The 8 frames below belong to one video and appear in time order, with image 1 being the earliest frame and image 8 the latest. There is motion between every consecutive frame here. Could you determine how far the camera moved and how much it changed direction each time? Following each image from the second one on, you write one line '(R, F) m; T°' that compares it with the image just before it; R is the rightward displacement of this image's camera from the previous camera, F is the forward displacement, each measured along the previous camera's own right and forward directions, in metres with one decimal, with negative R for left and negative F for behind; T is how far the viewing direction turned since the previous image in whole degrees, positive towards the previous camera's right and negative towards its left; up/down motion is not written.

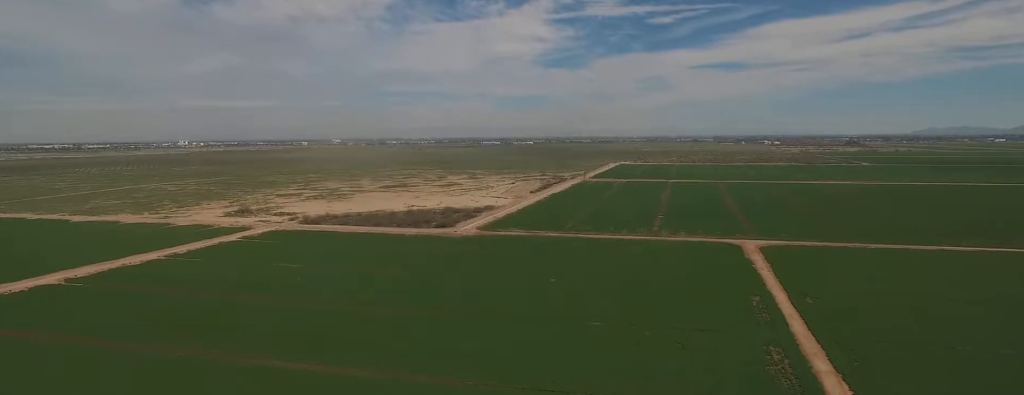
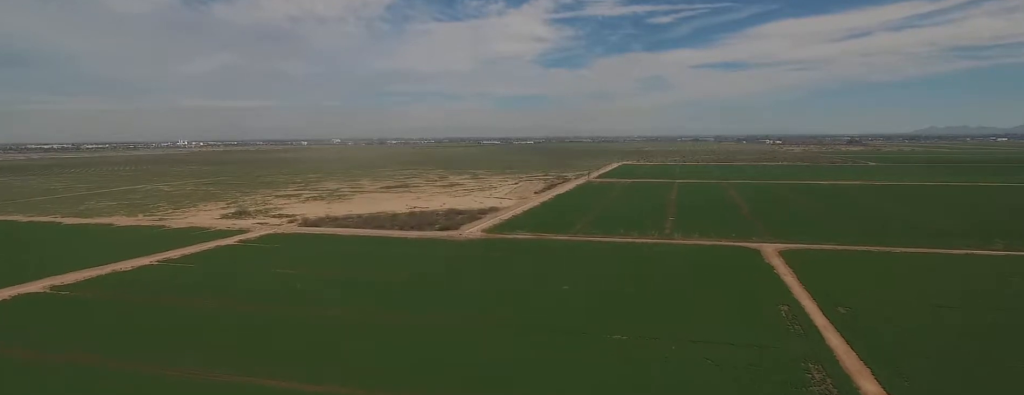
(0.0, +12.4) m; 0°
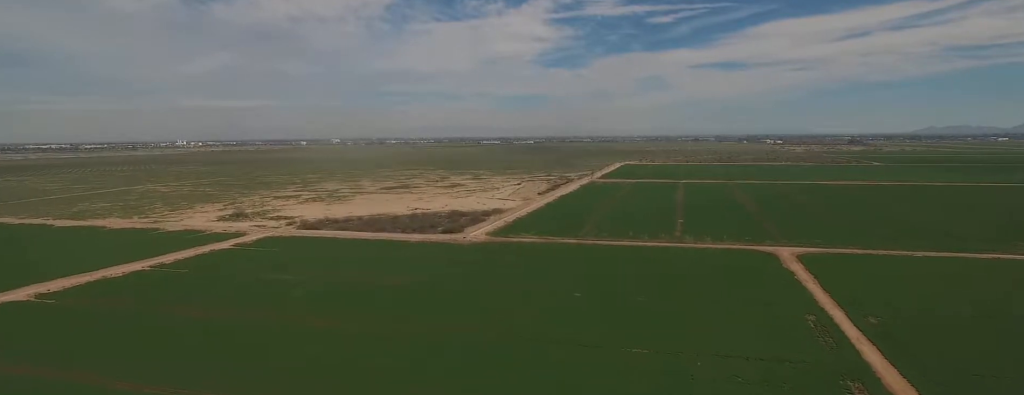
(0.0, +11.0) m; 0°
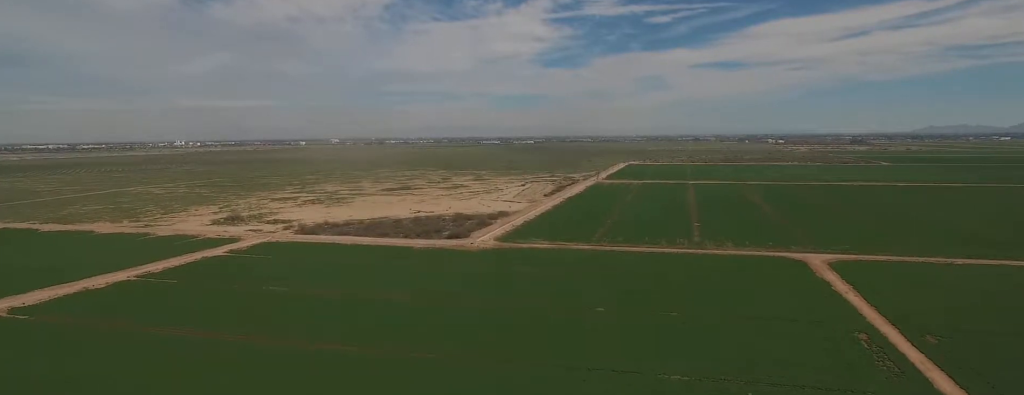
(-0.1, +17.5) m; -1°
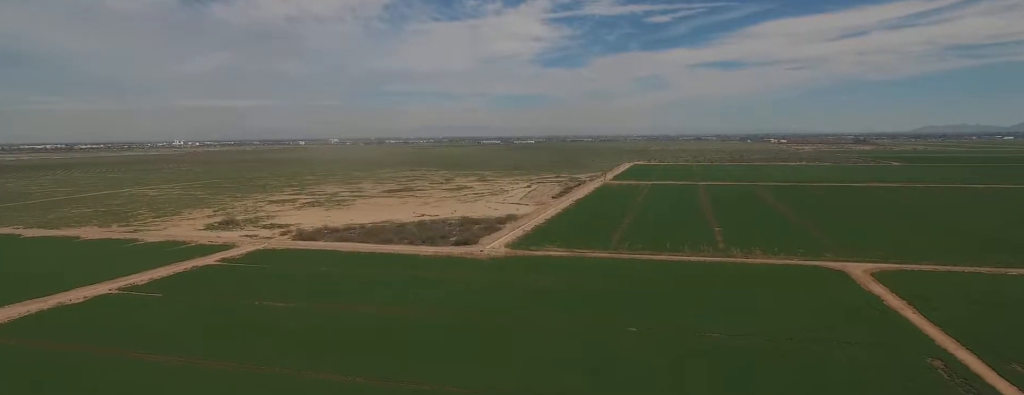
(-0.2, +20.8) m; -1°
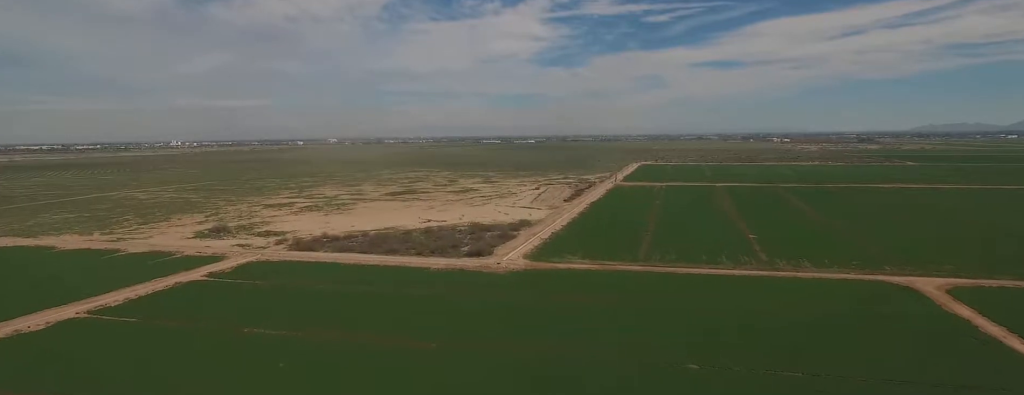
(-0.2, +29.5) m; -1°
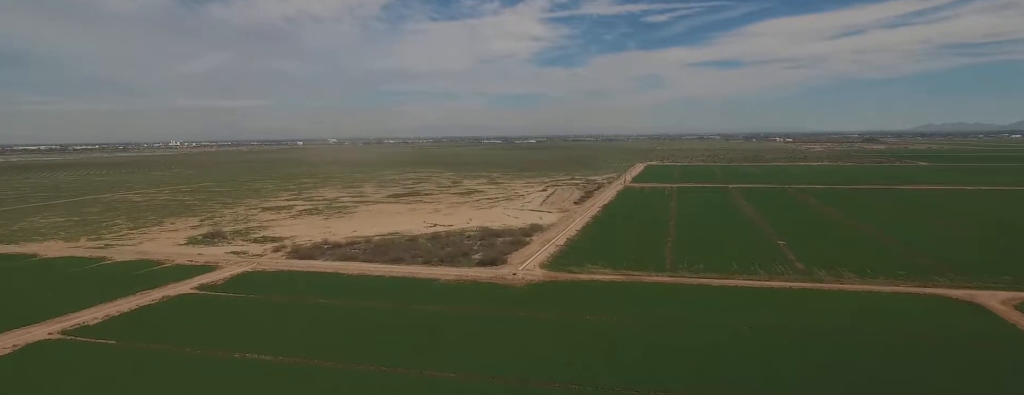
(-0.1, +20.3) m; 0°
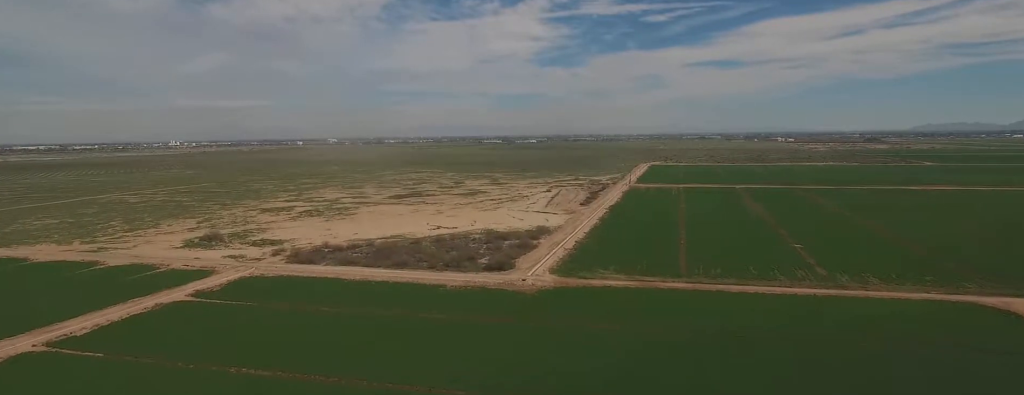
(0.0, +10.1) m; 0°
